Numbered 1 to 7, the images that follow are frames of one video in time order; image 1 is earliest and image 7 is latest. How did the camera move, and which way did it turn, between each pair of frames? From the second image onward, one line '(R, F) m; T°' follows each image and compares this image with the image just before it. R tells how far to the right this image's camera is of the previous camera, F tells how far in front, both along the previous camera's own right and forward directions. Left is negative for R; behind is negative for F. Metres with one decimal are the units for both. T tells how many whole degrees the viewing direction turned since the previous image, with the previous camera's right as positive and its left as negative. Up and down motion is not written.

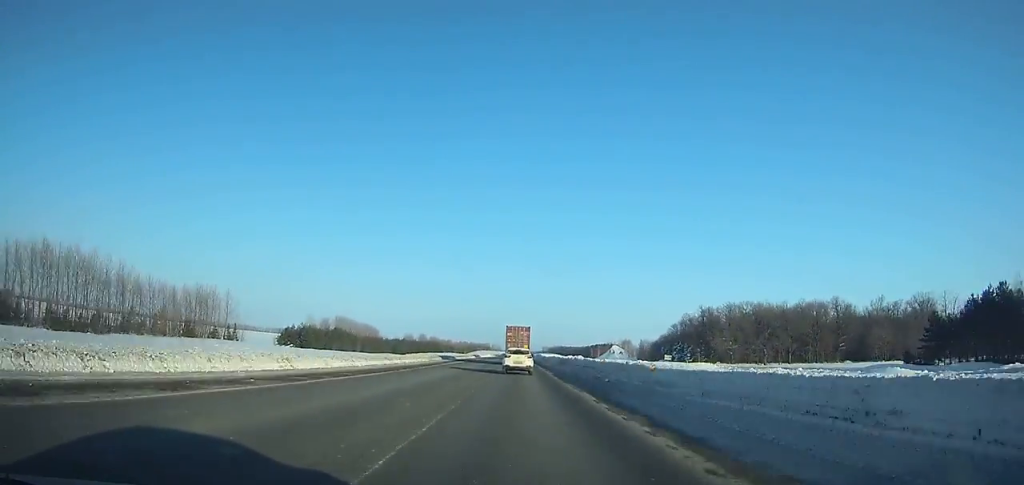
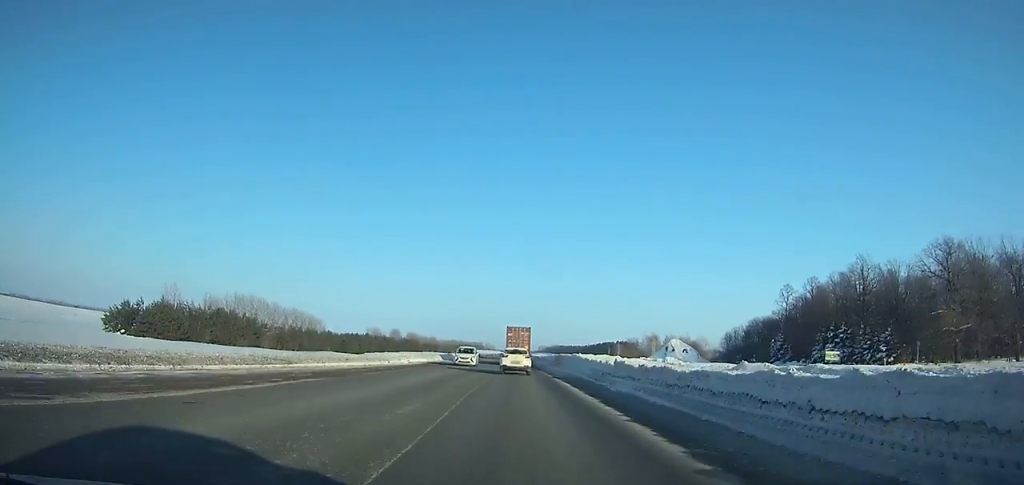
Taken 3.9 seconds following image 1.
(0.0, +85.8) m; 0°
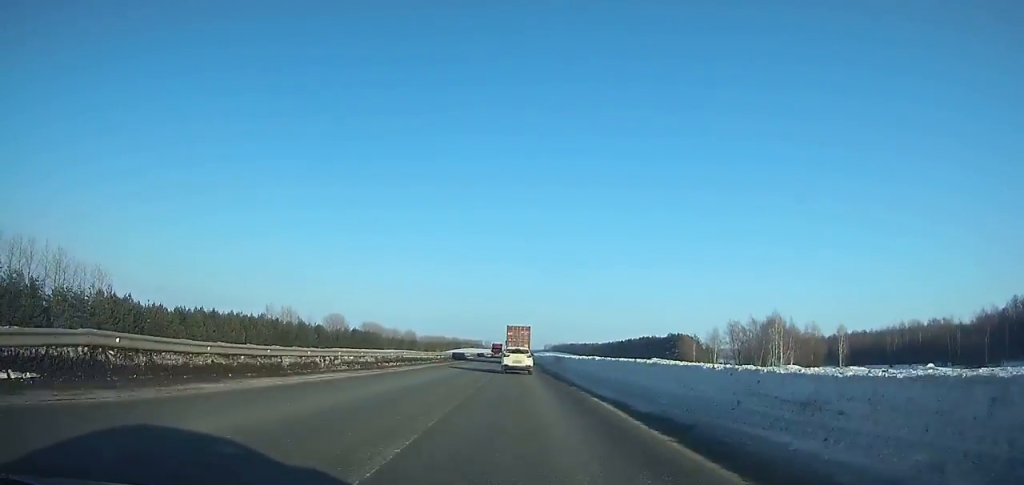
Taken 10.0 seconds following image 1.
(-0.1, +131.9) m; 0°
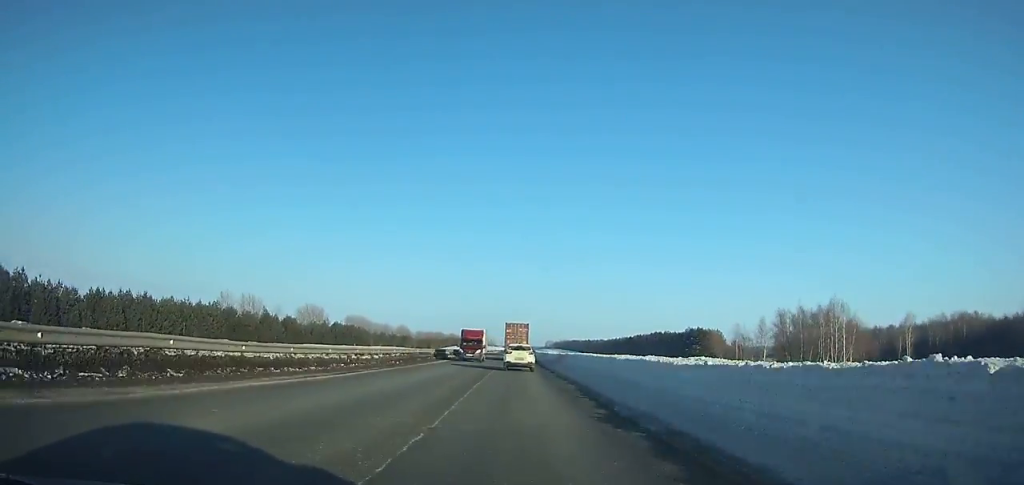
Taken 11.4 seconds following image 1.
(0.0, +30.1) m; 0°
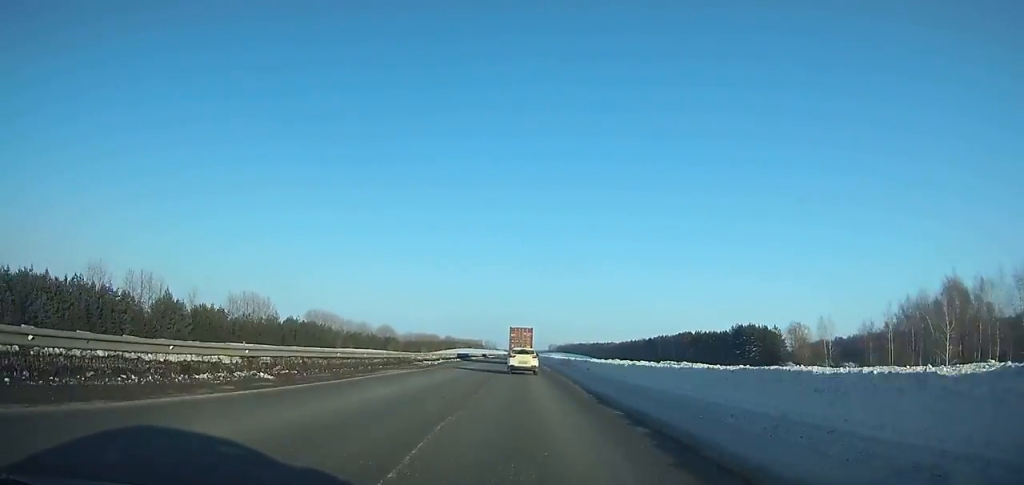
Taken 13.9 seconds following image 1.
(0.0, +53.7) m; 0°
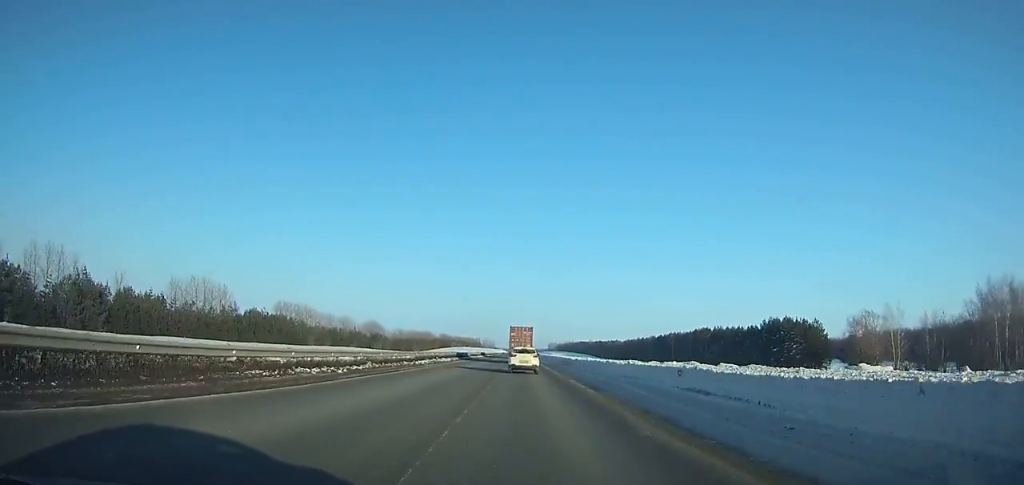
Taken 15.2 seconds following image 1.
(+0.1, +28.0) m; 0°
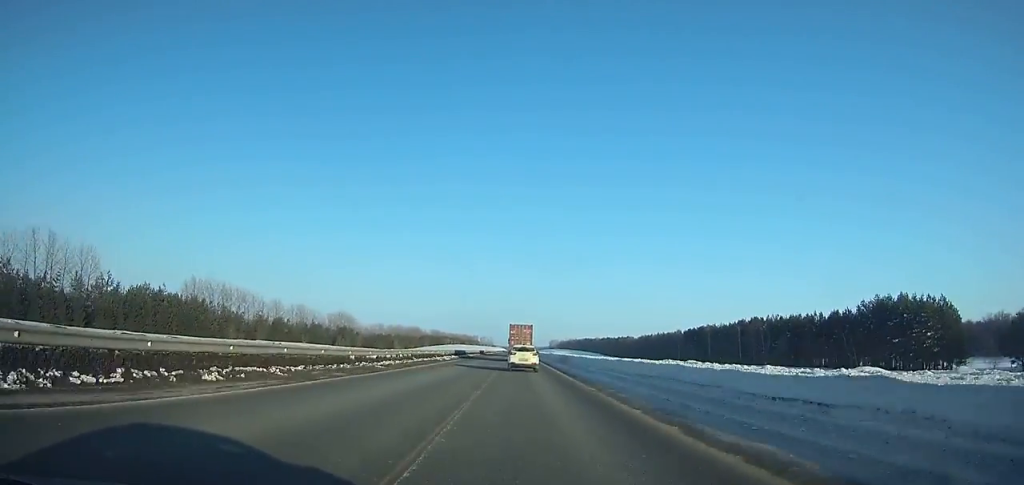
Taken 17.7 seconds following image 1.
(-0.2, +54.0) m; 0°
